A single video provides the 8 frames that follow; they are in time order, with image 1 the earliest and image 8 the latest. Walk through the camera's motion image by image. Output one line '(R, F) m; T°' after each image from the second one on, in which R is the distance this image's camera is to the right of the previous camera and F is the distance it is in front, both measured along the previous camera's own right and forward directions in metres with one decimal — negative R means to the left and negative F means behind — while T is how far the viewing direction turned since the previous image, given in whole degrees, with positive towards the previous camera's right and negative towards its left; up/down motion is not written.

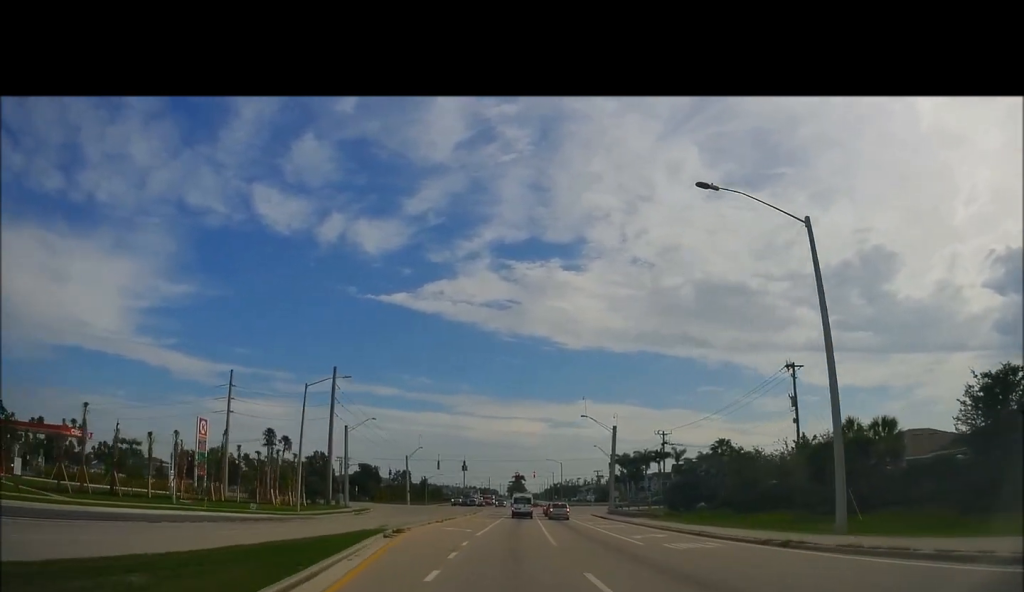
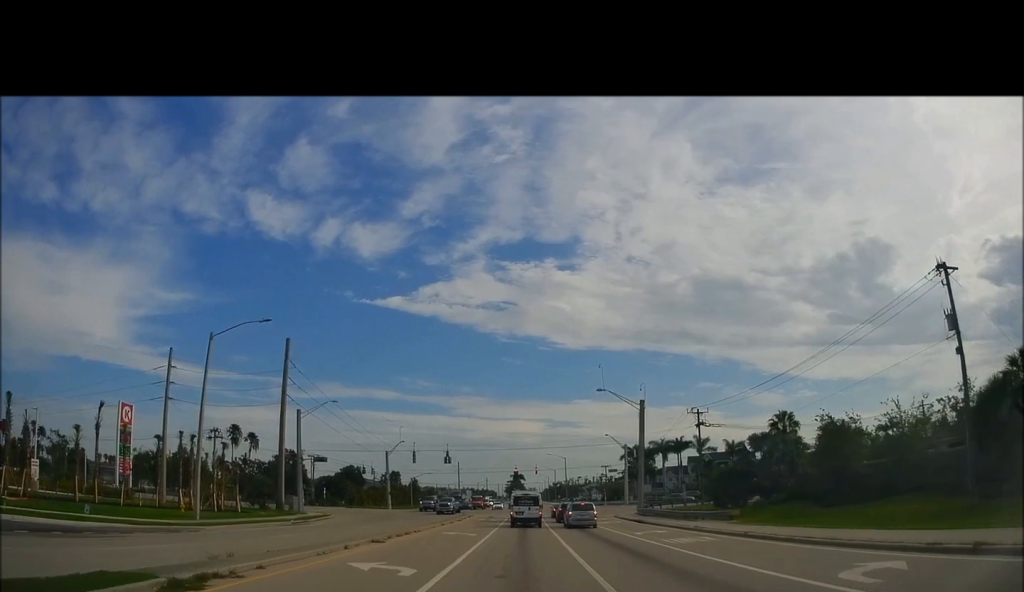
(-0.8, +25.6) m; 0°
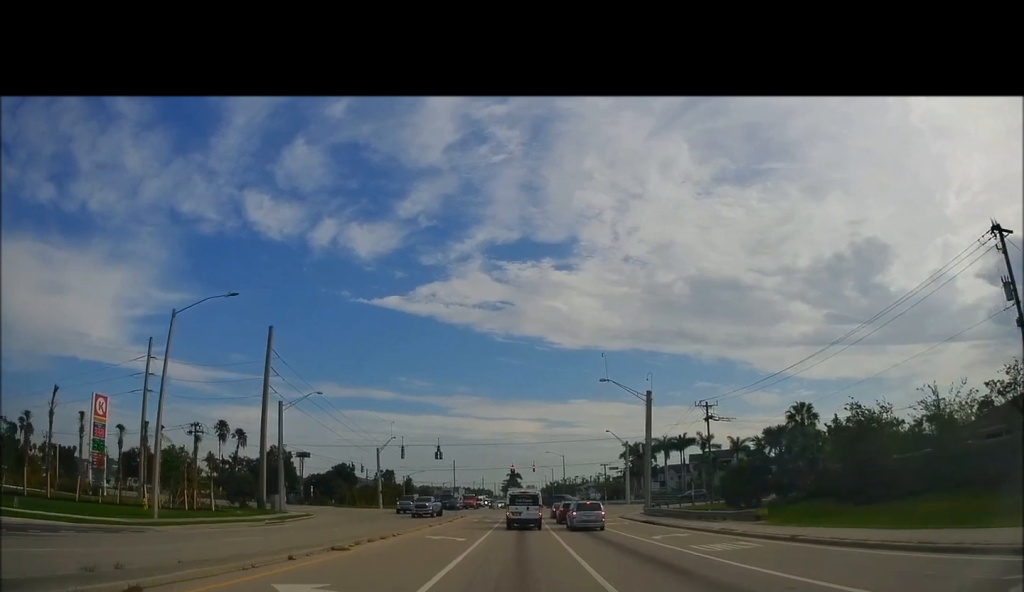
(+0.3, +6.7) m; +3°
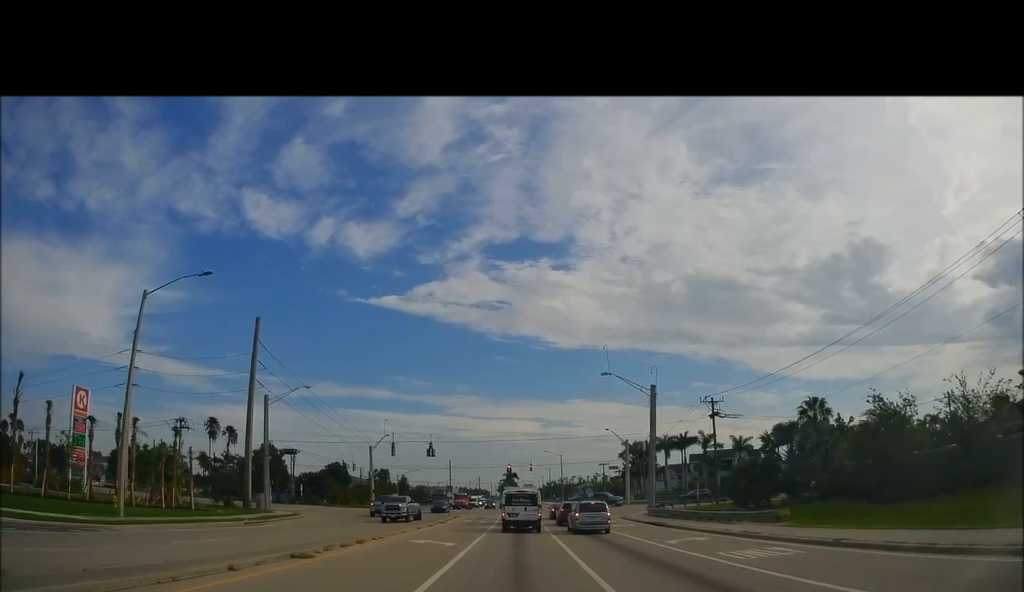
(+0.1, +4.5) m; +1°
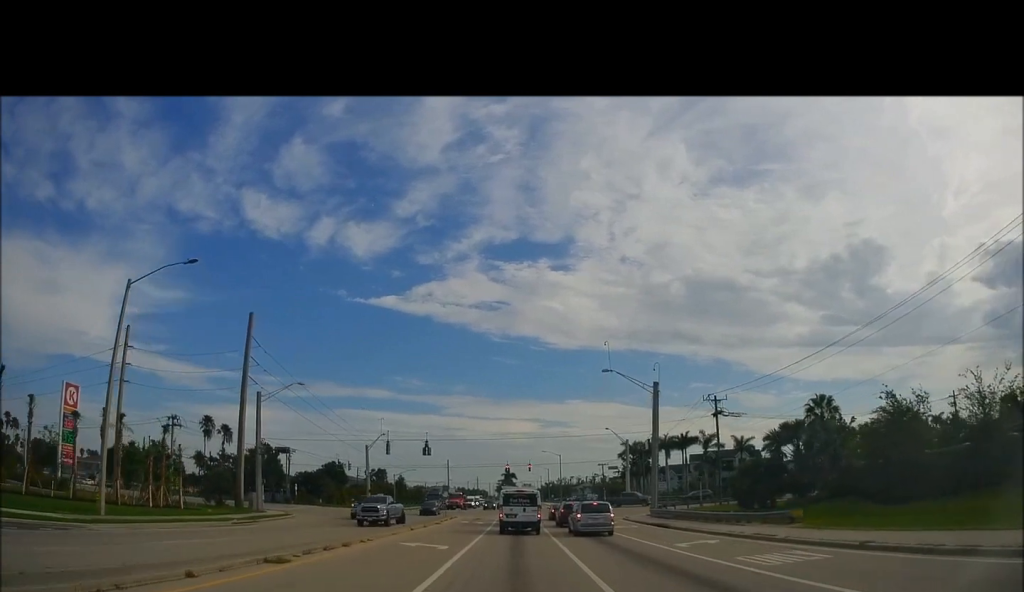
(0.0, +2.4) m; 0°
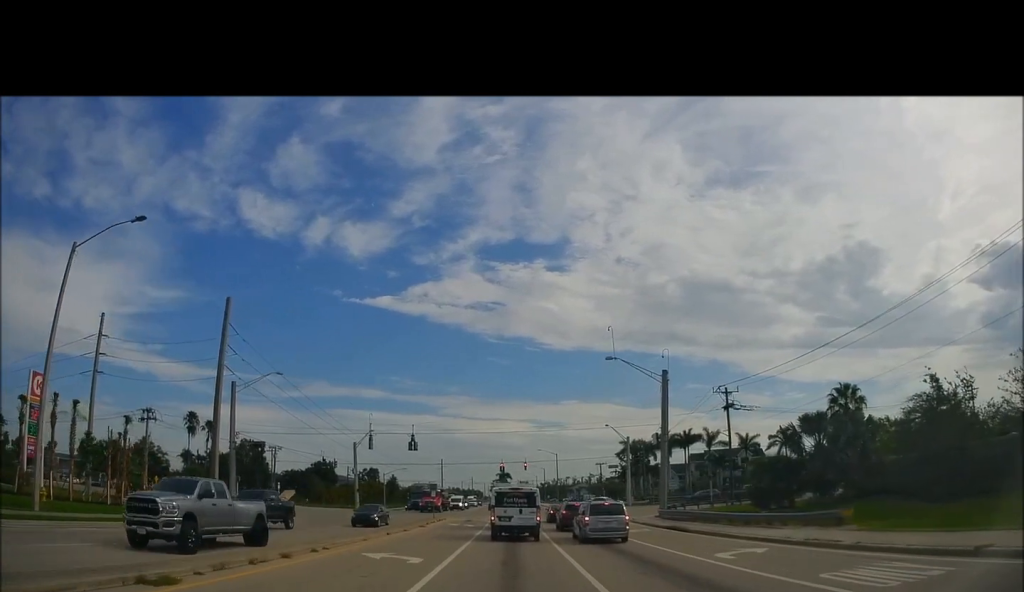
(0.0, +6.6) m; 0°
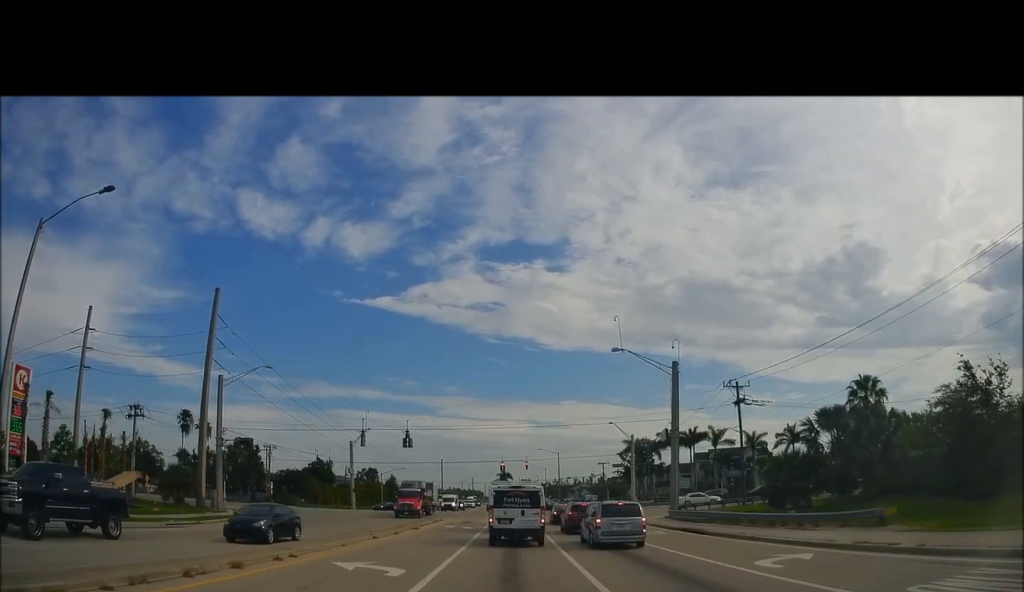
(0.0, +3.6) m; 0°
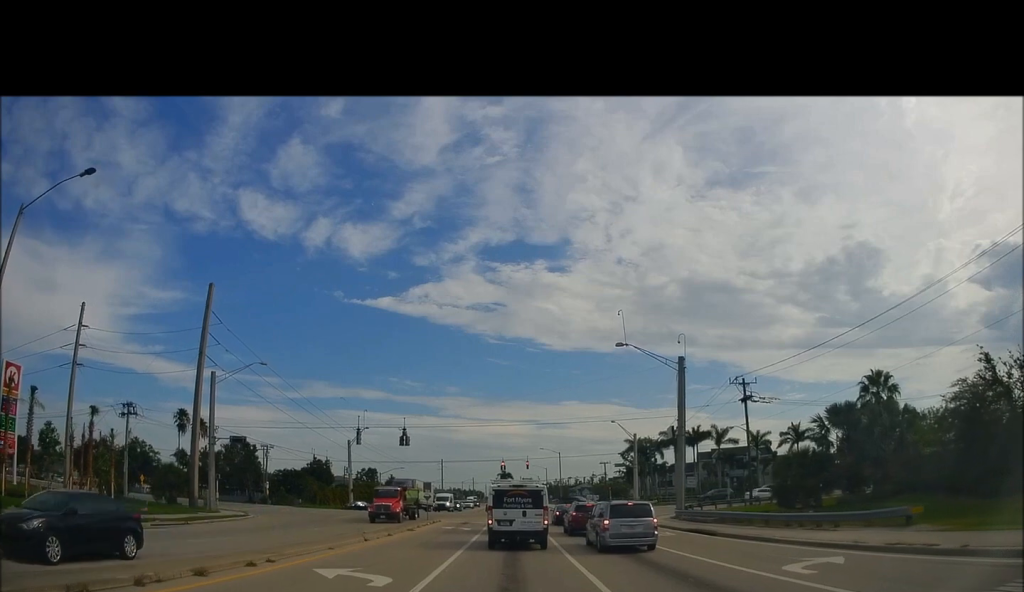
(0.0, +1.9) m; 0°
